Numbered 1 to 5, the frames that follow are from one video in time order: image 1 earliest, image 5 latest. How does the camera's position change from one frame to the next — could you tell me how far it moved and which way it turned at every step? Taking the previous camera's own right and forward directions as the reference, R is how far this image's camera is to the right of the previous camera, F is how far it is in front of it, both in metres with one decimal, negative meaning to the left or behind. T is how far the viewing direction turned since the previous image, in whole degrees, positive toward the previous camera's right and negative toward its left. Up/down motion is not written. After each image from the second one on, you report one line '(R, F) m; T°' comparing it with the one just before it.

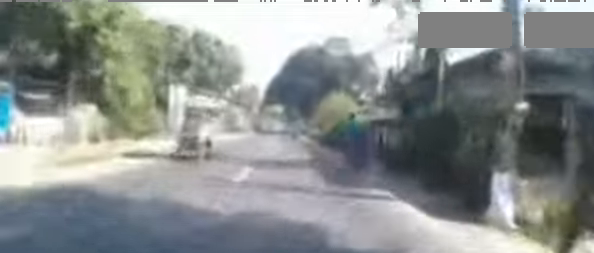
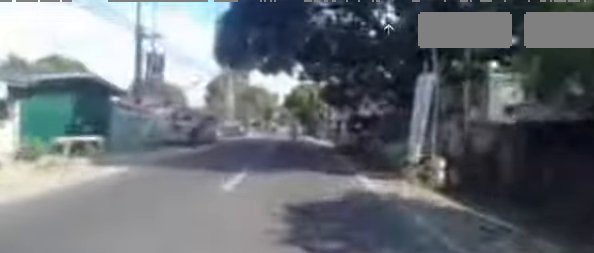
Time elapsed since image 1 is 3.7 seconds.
(-2.8, +37.1) m; -5°
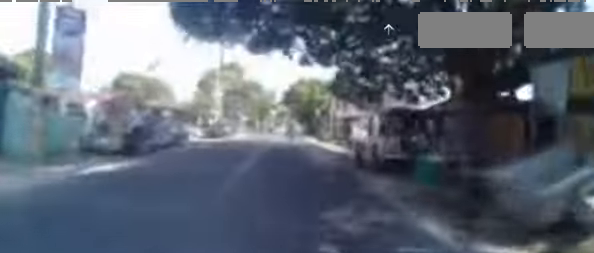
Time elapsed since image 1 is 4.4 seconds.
(+0.2, +6.6) m; +1°
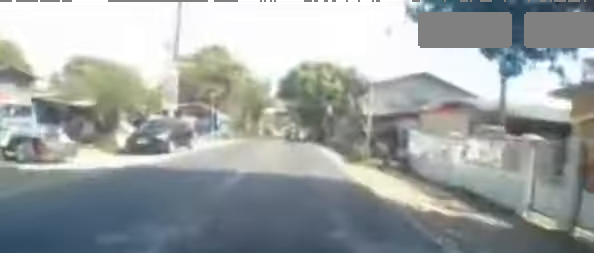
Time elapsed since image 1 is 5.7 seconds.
(0.0, +12.4) m; 0°
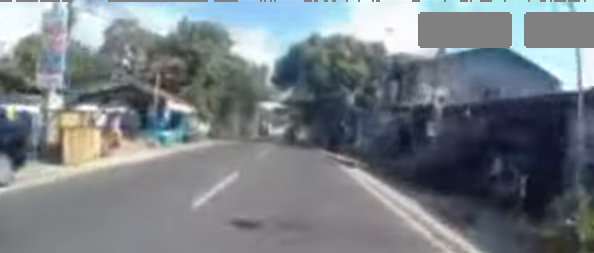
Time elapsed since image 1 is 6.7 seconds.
(0.0, +9.8) m; 0°
